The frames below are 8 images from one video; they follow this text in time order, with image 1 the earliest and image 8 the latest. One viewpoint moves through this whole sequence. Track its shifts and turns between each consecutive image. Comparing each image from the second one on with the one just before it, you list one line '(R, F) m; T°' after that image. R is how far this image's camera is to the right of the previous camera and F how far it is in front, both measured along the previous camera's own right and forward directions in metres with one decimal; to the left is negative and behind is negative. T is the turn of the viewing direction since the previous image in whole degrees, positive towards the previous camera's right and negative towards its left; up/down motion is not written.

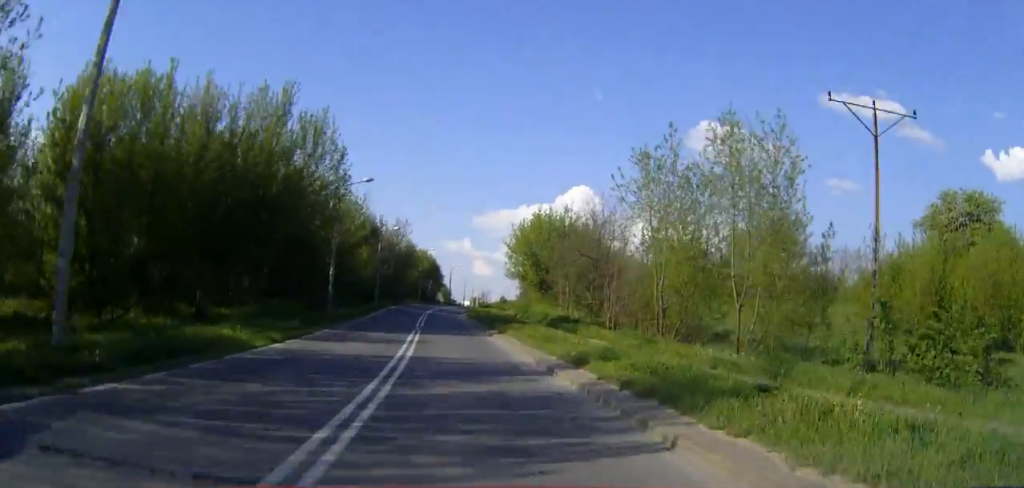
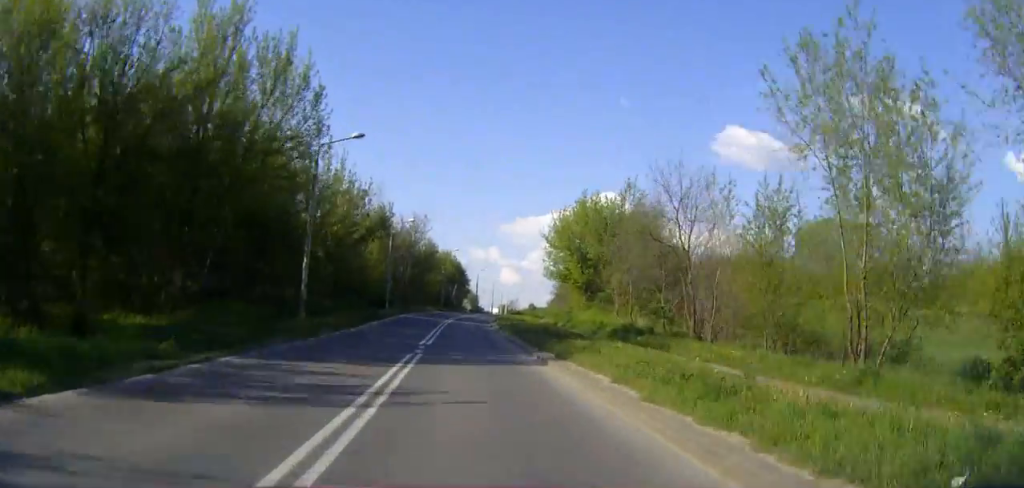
(-0.4, +13.4) m; -2°
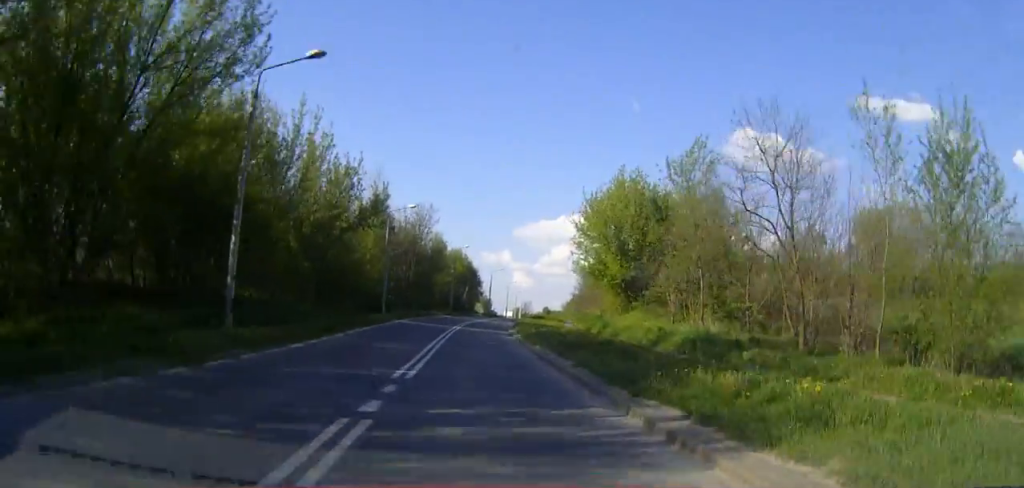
(-0.2, +11.1) m; -1°
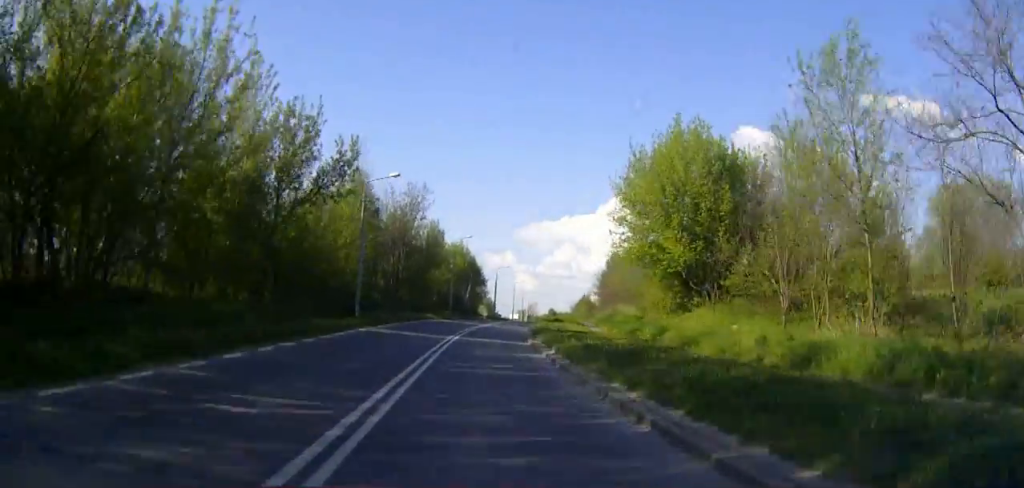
(-0.2, +13.7) m; -1°
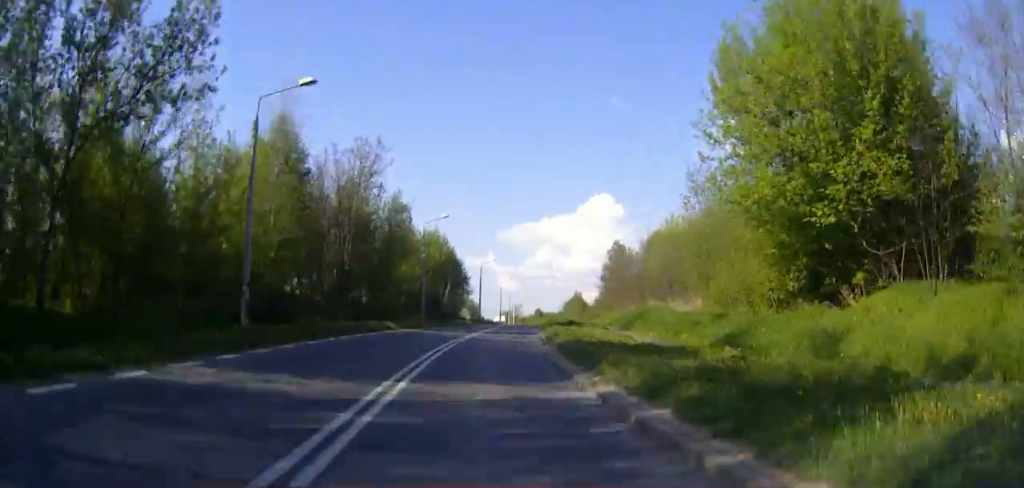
(-0.1, +18.4) m; 0°
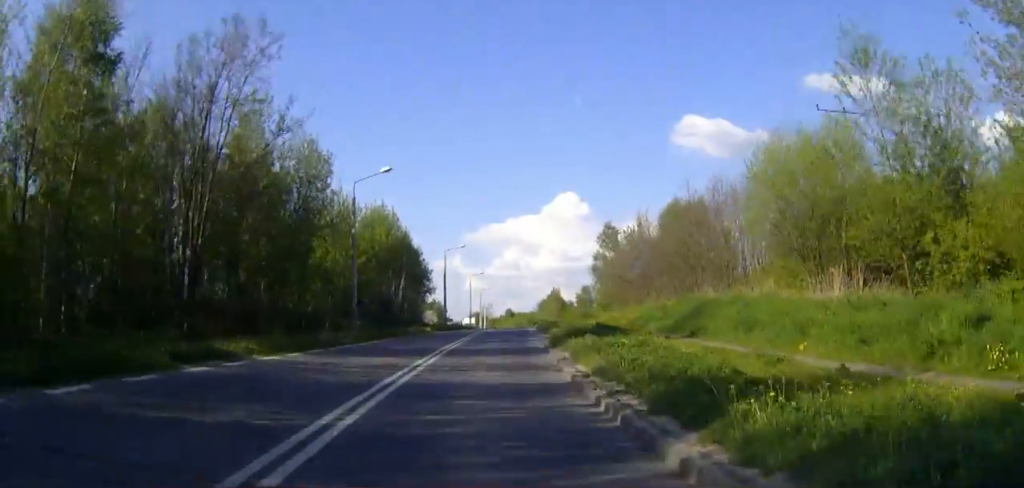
(+0.2, +19.9) m; +2°
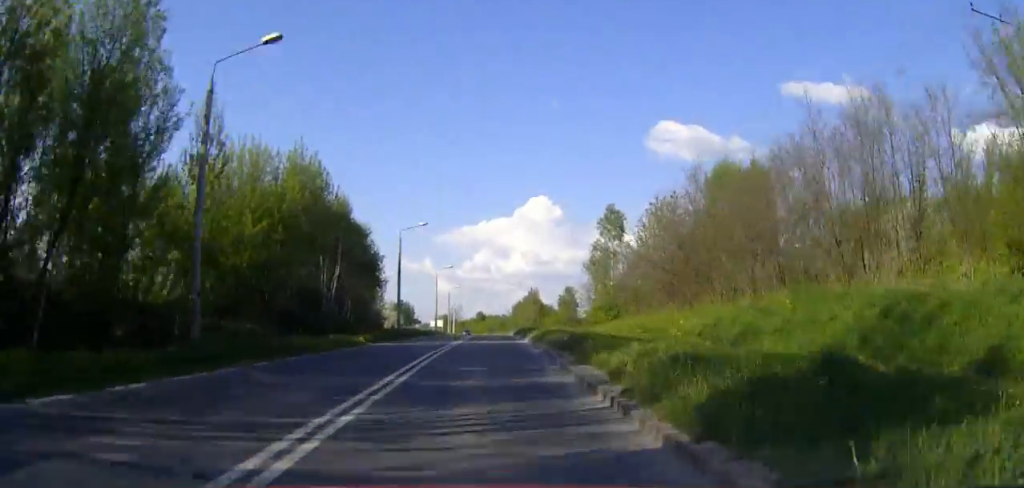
(+0.4, +18.9) m; +2°
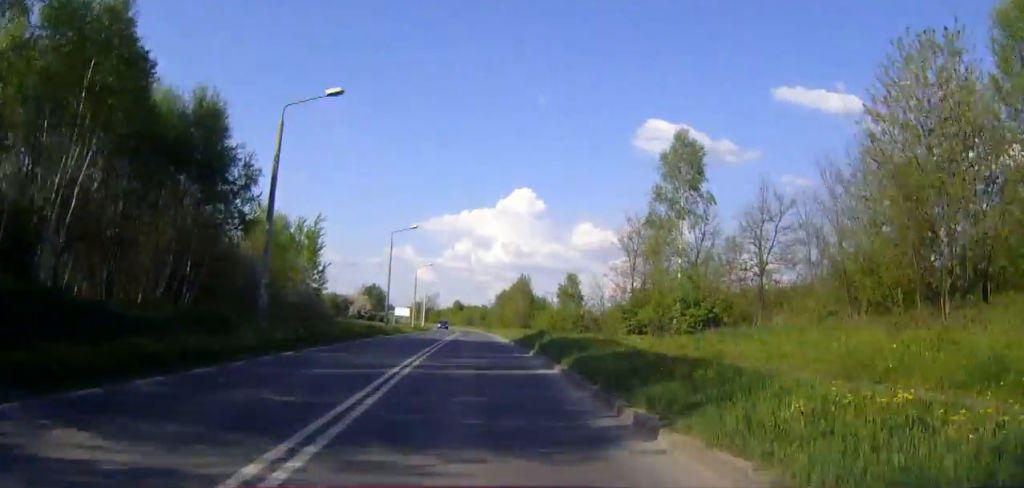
(+0.7, +30.2) m; +2°
